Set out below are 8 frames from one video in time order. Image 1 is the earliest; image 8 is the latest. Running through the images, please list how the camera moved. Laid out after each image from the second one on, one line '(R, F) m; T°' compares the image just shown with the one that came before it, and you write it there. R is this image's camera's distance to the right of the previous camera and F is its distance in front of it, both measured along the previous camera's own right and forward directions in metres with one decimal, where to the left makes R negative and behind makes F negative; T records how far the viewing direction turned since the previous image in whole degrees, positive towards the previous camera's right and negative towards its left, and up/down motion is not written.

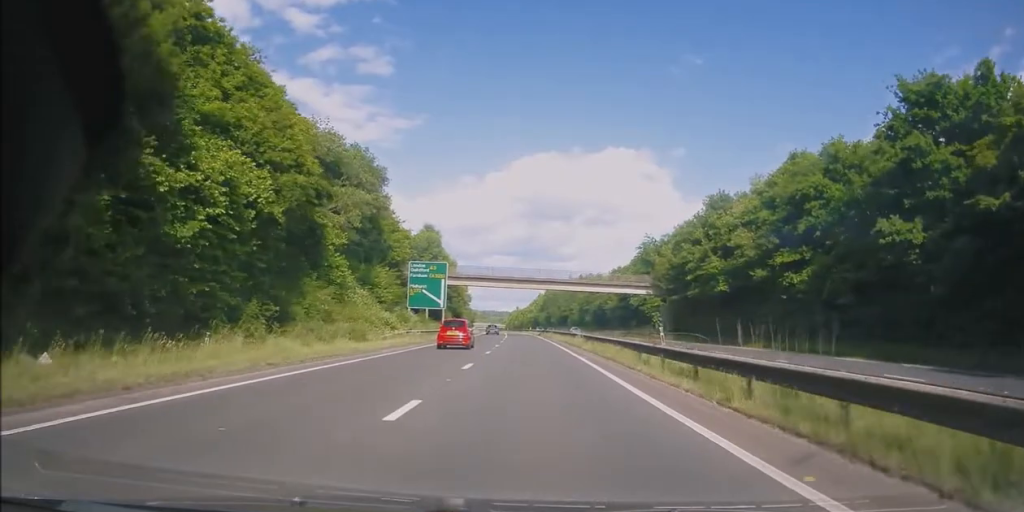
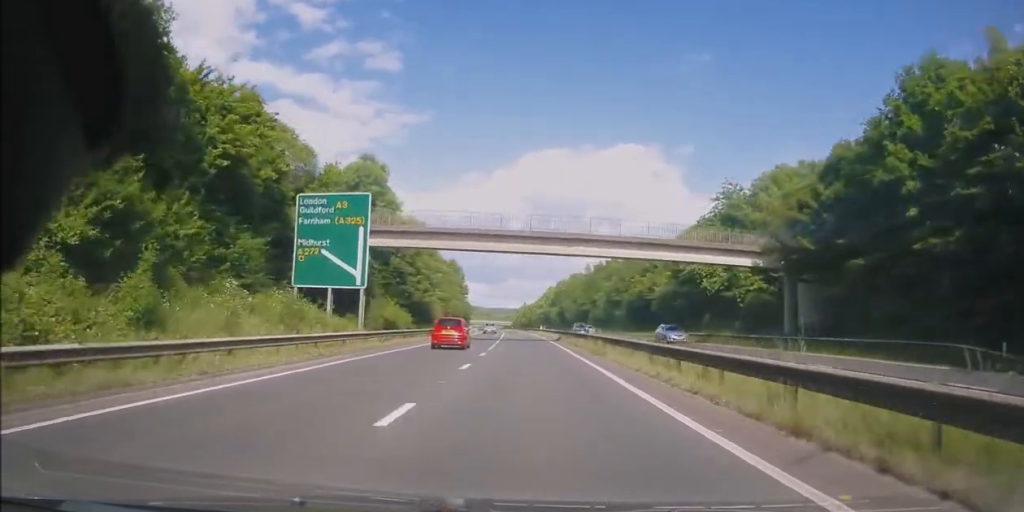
(+0.4, +37.1) m; 0°
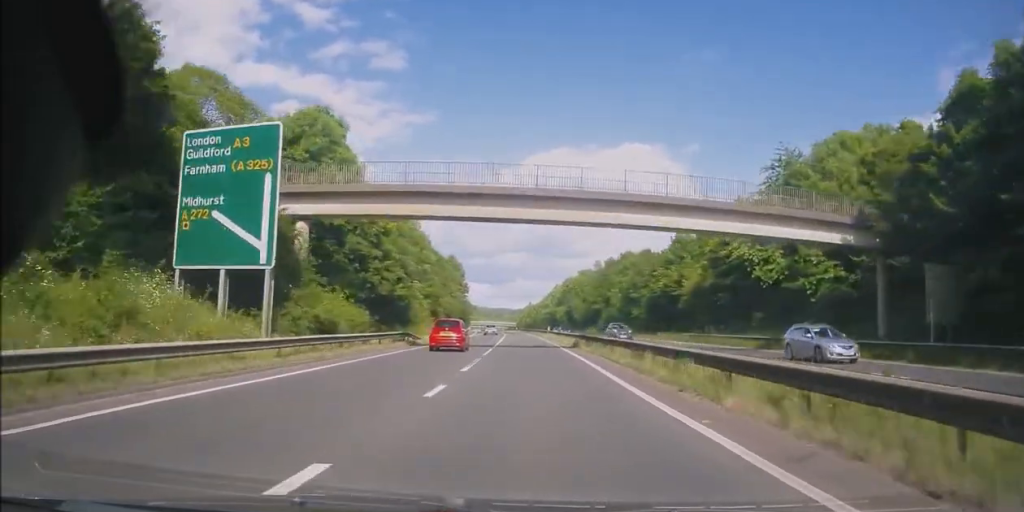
(-0.1, +13.1) m; -1°
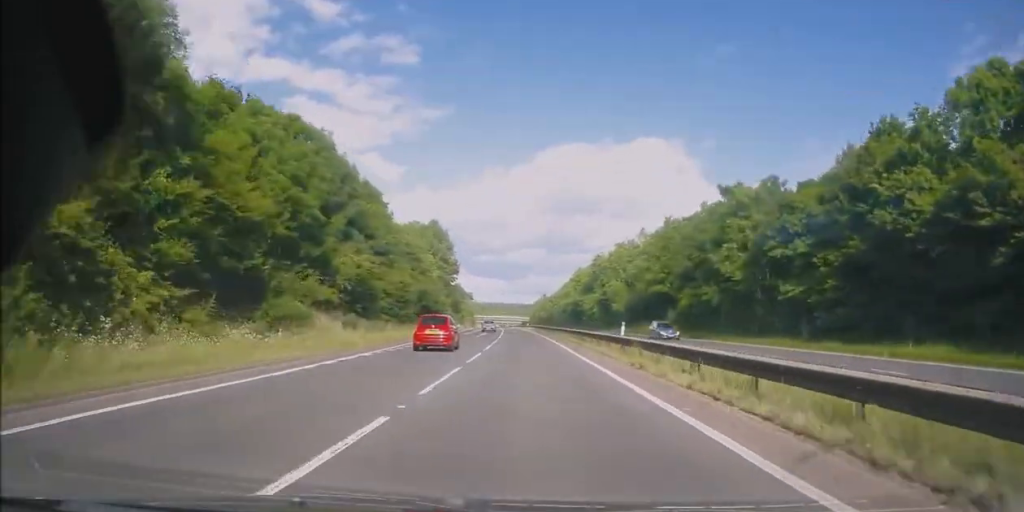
(-1.3, +51.3) m; -2°
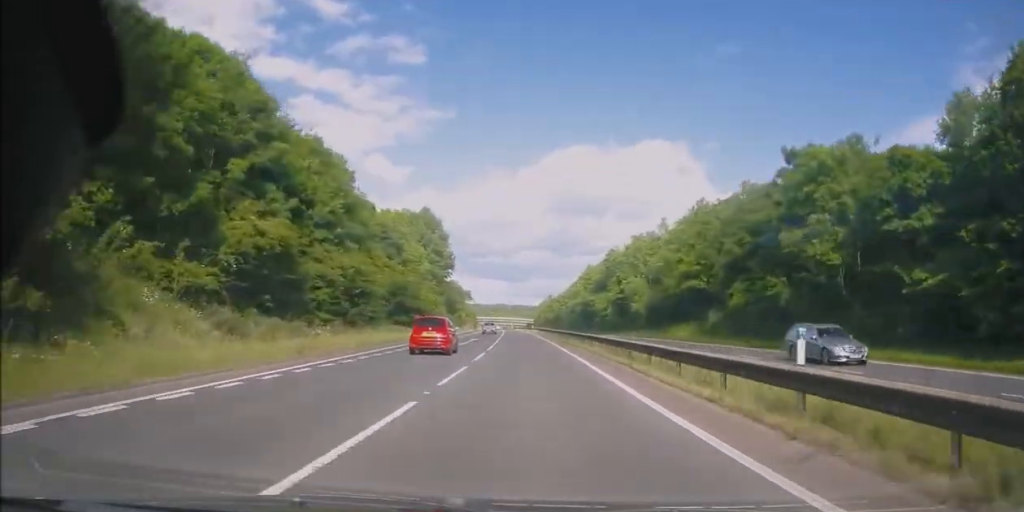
(0.0, +14.6) m; 0°
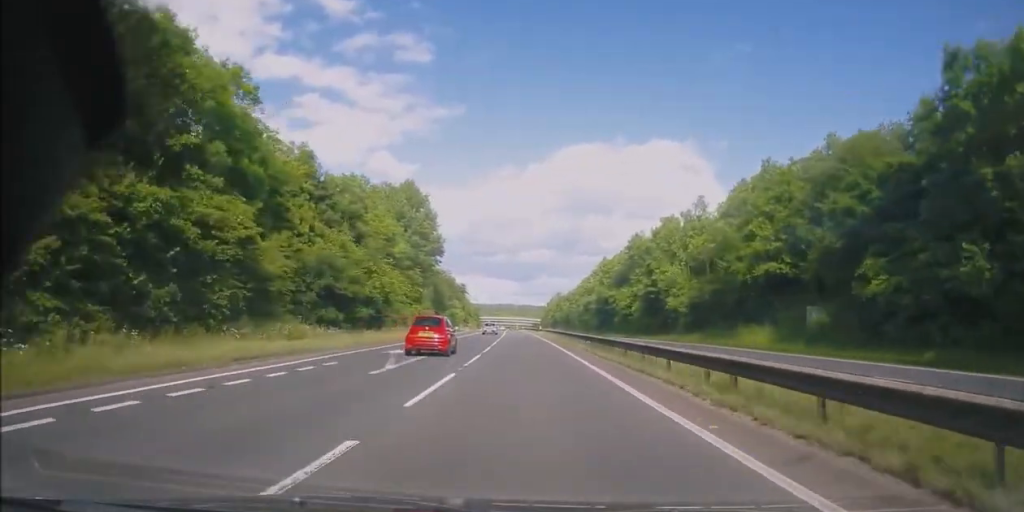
(0.0, +19.8) m; 0°
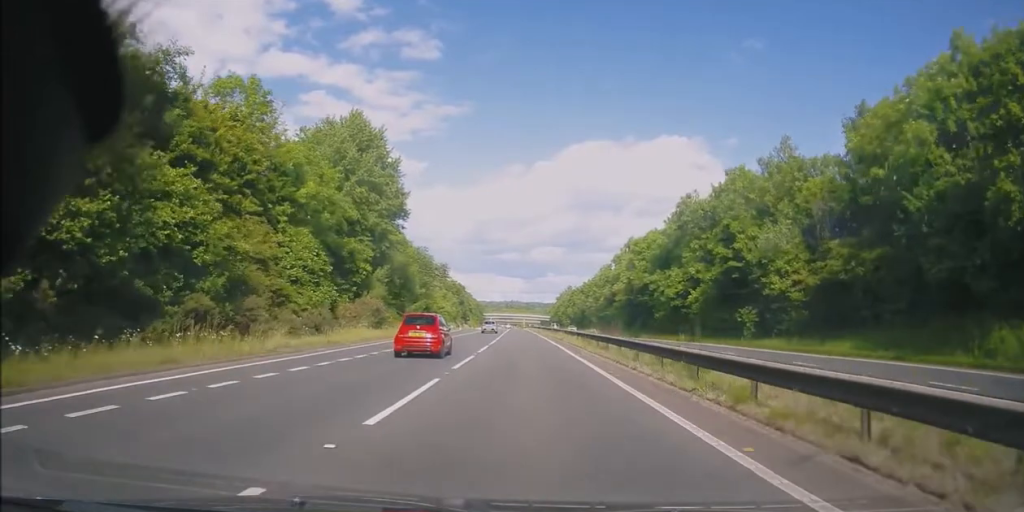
(0.0, +28.1) m; -1°
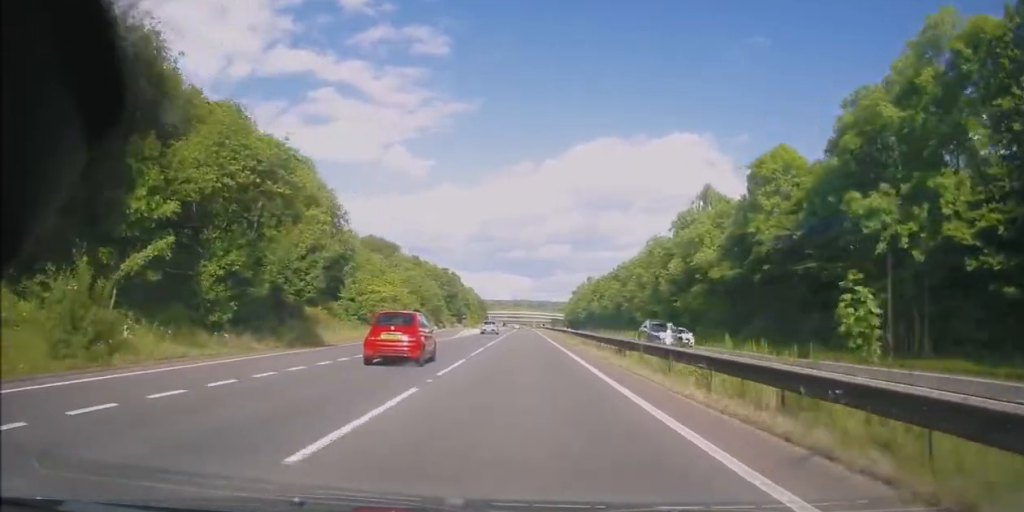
(-0.8, +46.1) m; -1°
